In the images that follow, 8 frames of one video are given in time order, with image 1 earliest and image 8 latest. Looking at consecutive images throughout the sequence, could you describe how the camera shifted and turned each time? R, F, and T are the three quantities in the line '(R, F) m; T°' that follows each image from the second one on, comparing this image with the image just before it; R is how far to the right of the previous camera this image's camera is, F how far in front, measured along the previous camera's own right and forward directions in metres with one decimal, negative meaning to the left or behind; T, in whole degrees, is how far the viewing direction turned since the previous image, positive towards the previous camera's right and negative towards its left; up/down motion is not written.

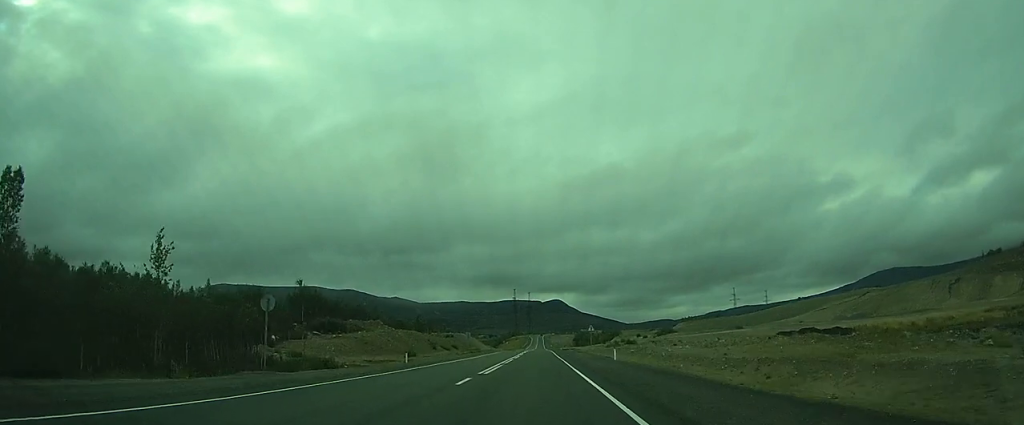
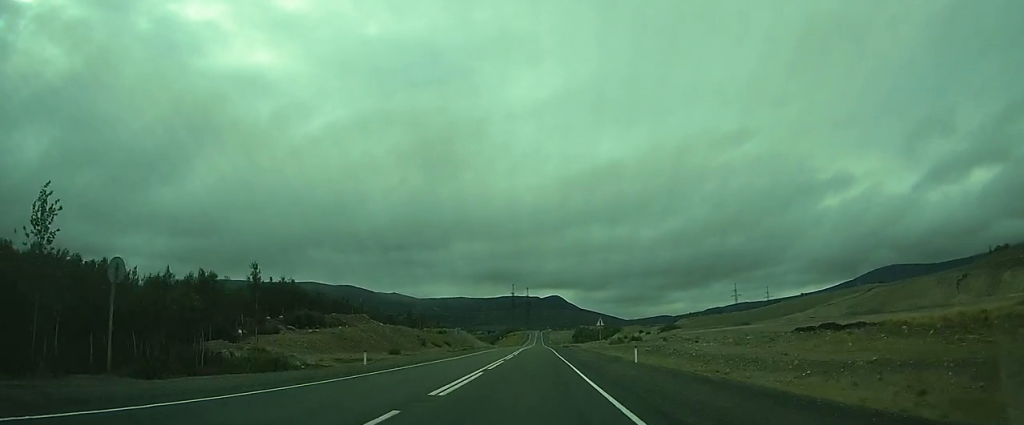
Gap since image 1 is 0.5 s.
(0.0, +9.6) m; 0°
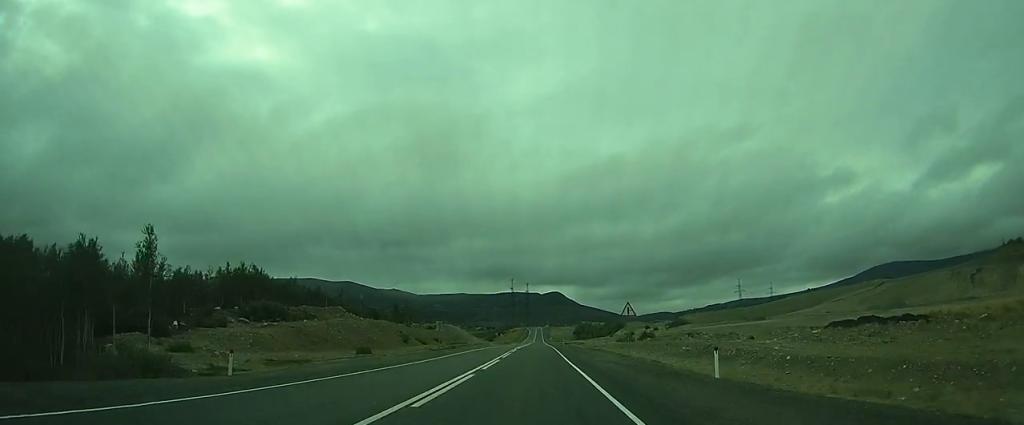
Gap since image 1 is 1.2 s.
(0.0, +14.2) m; 0°
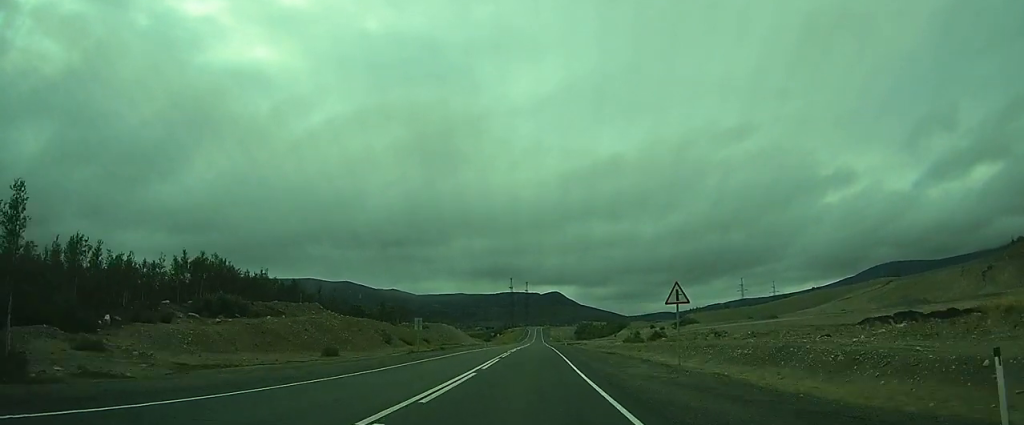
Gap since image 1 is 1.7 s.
(0.0, +10.7) m; 0°
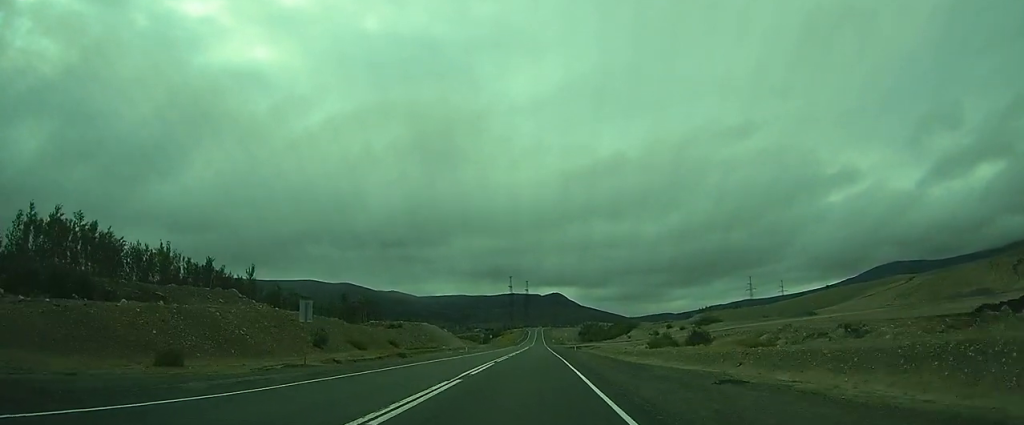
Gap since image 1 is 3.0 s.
(-0.1, +24.6) m; 0°
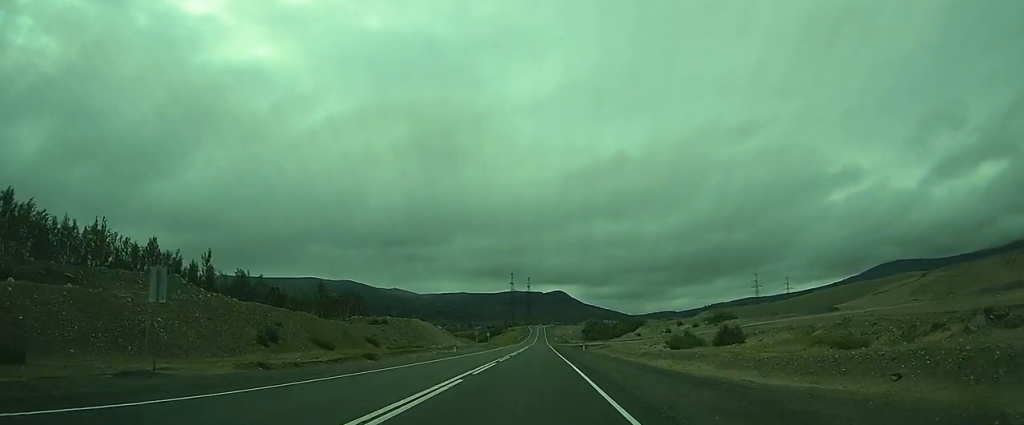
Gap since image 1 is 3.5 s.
(0.0, +10.8) m; 0°
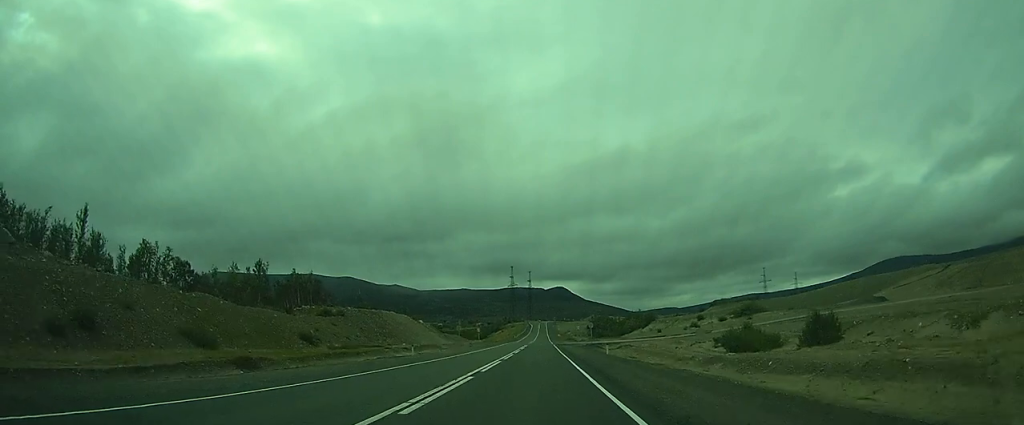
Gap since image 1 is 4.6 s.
(0.0, +19.7) m; 0°
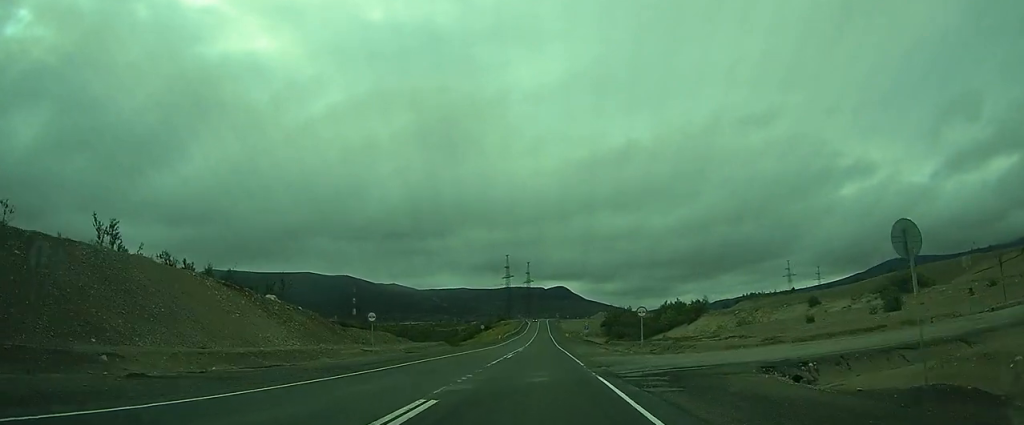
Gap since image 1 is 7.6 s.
(+0.3, +62.6) m; +1°
